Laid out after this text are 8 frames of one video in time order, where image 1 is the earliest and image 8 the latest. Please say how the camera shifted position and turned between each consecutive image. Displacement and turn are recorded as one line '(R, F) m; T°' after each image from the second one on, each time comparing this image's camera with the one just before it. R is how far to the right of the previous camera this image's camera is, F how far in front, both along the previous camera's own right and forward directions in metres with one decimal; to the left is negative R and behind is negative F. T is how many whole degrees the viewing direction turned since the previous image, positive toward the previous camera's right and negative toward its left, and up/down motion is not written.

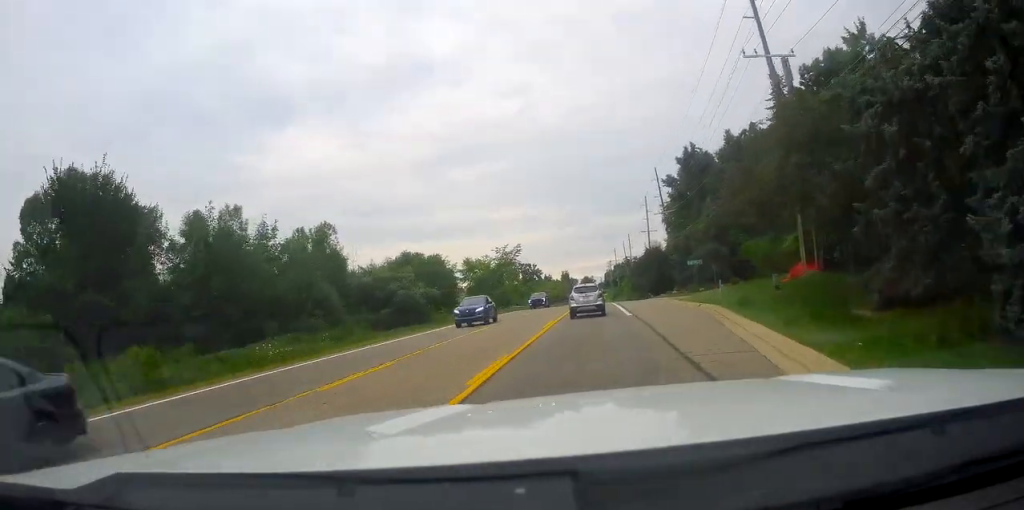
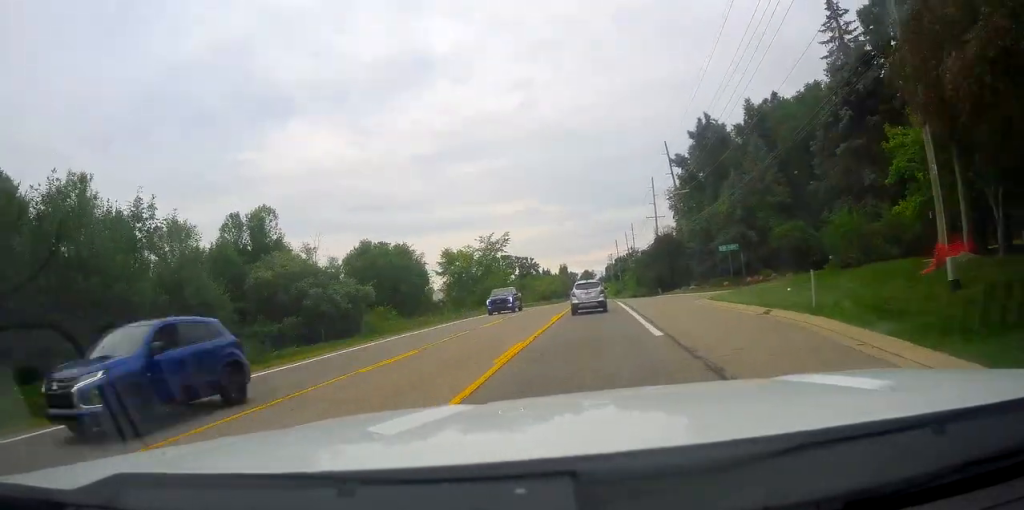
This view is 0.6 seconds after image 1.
(-0.1, +13.0) m; -1°
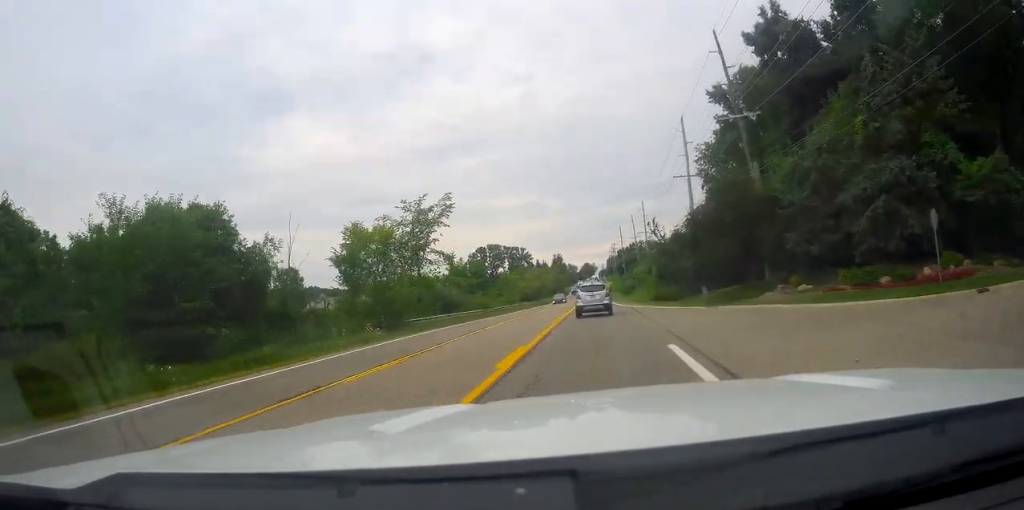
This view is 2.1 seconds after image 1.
(+0.4, +31.8) m; +1°
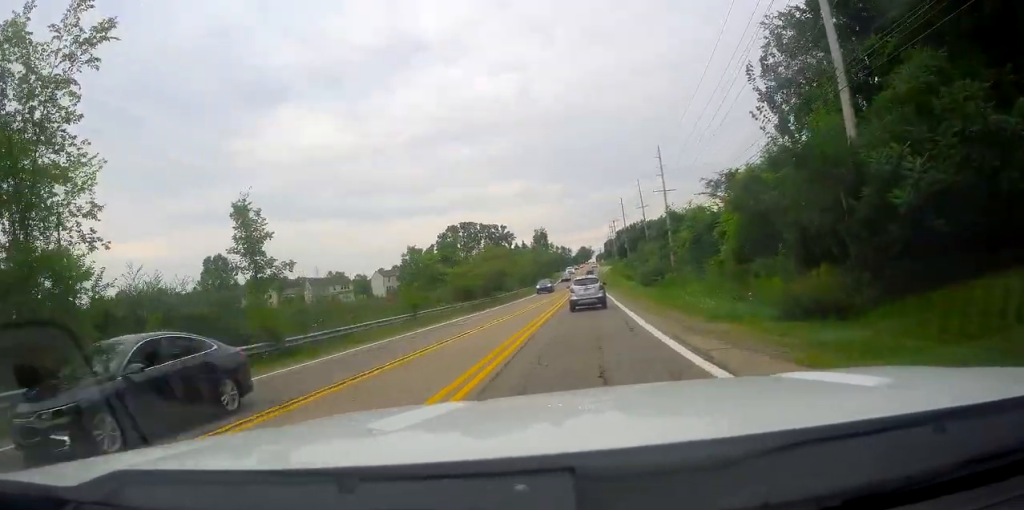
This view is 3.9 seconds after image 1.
(-0.6, +37.5) m; 0°
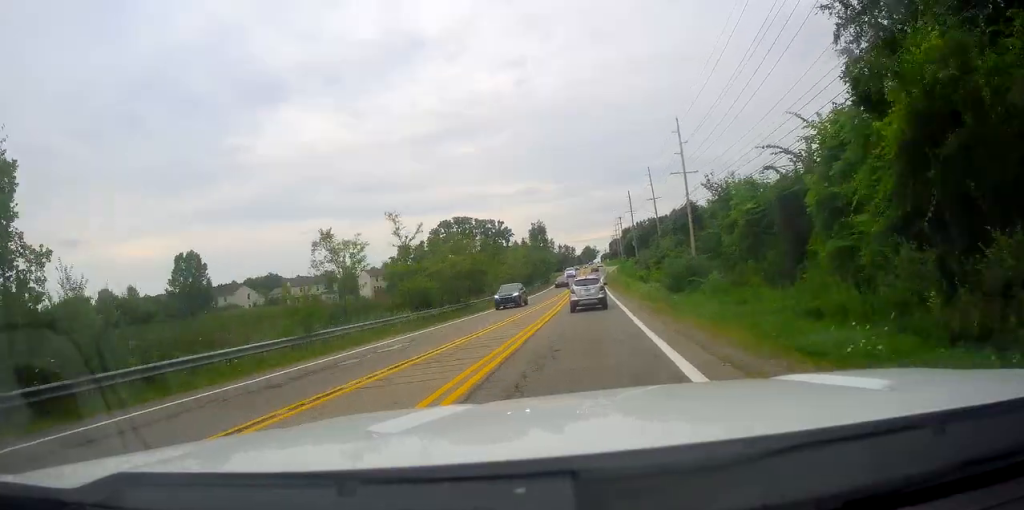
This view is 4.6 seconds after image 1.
(+0.2, +13.9) m; +1°
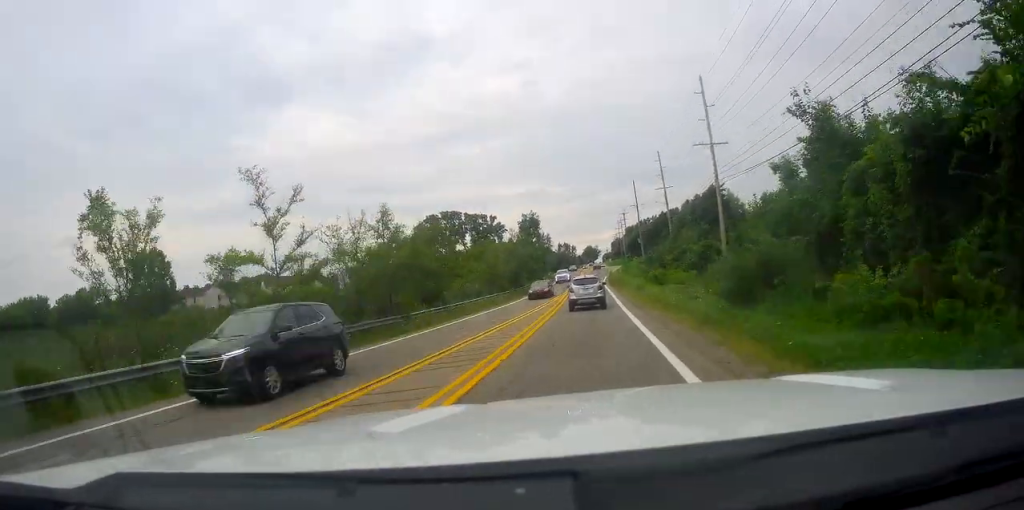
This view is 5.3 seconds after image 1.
(+0.3, +14.7) m; -1°
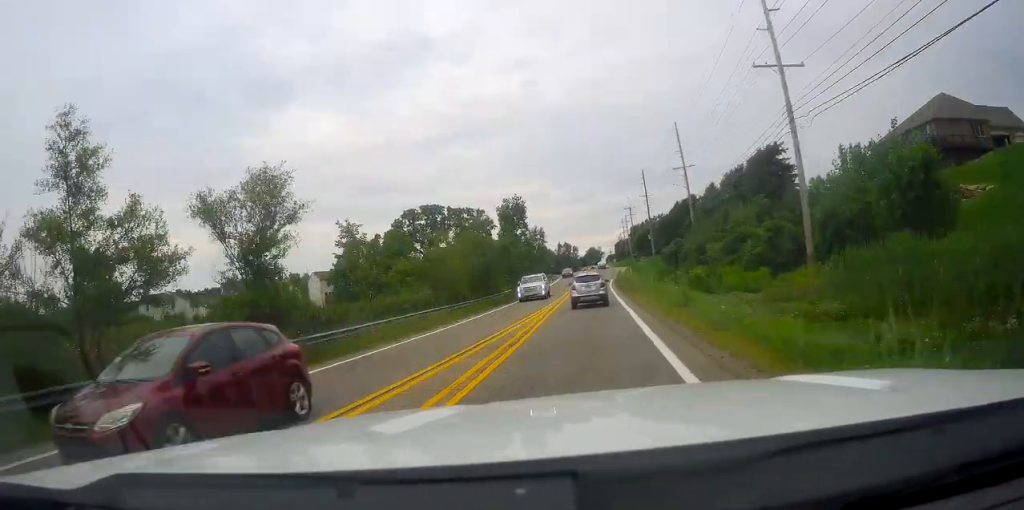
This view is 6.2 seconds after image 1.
(-0.6, +19.5) m; -1°
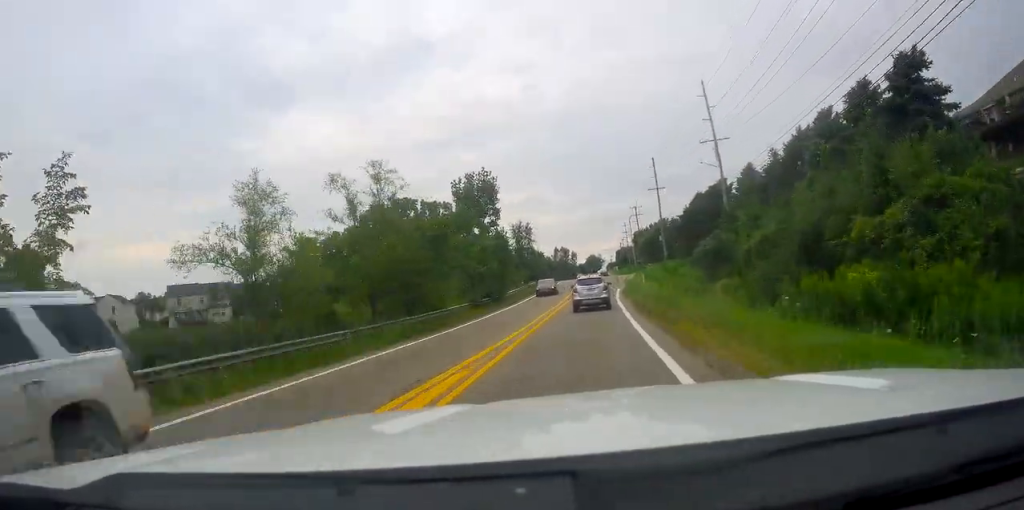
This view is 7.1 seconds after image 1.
(+0.2, +19.7) m; 0°
